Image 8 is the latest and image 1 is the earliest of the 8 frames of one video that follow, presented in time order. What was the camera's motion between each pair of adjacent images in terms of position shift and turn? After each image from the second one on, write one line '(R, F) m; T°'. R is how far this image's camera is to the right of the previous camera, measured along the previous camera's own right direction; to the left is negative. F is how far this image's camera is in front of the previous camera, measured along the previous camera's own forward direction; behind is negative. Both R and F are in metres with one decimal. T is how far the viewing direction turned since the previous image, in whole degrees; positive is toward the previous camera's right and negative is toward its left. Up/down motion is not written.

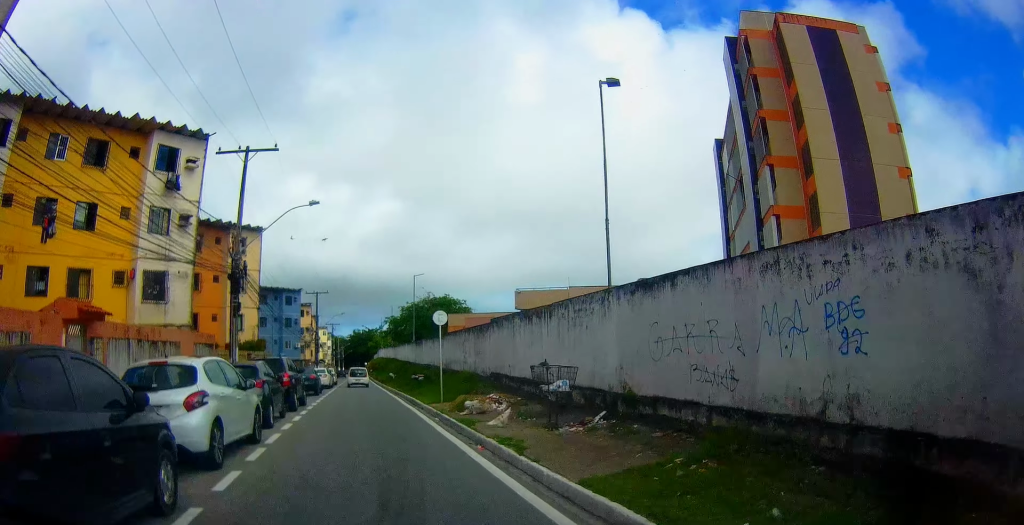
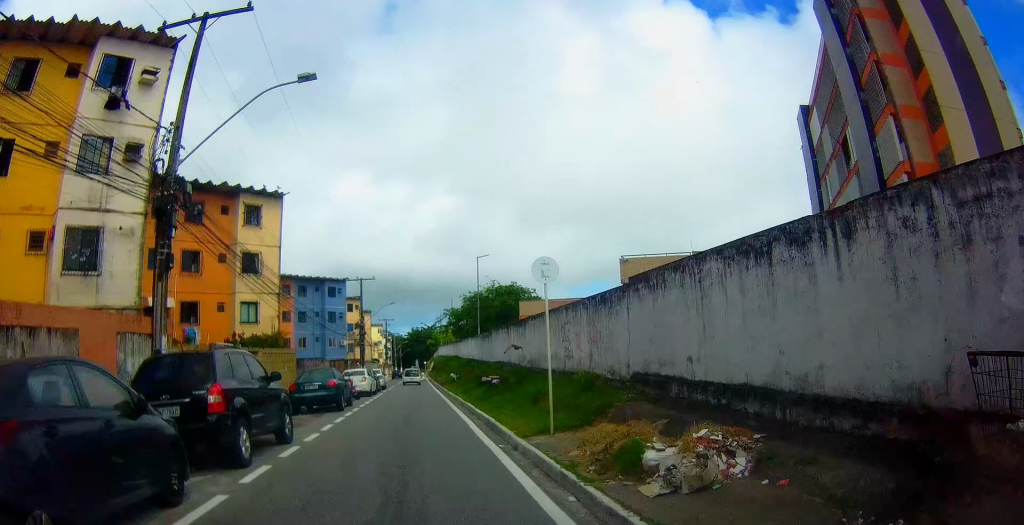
(-0.1, +10.3) m; -3°
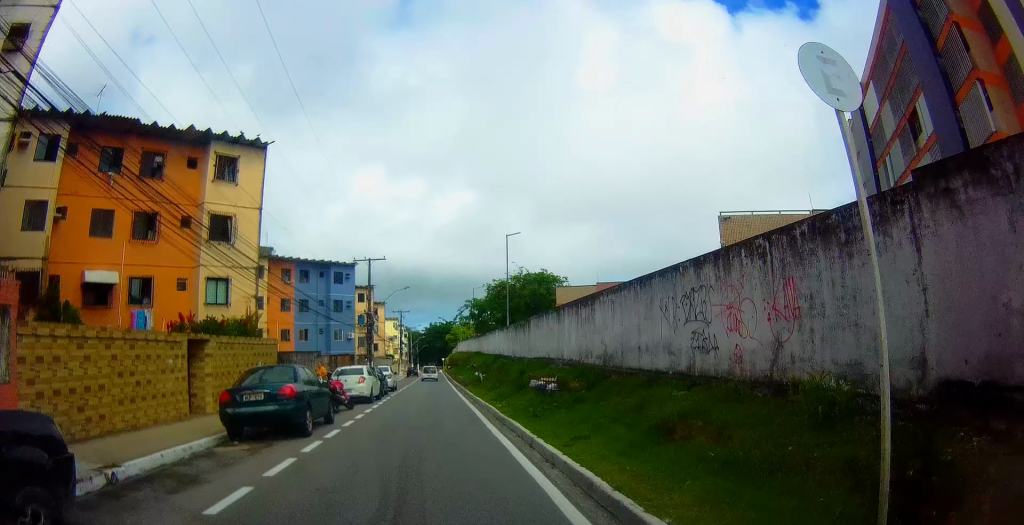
(-0.4, +7.8) m; -3°
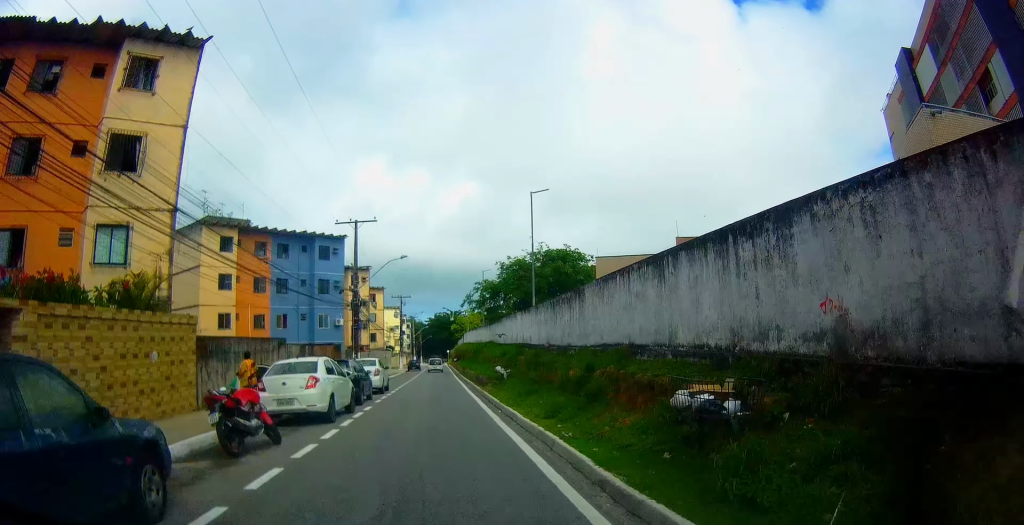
(-0.1, +10.0) m; +2°
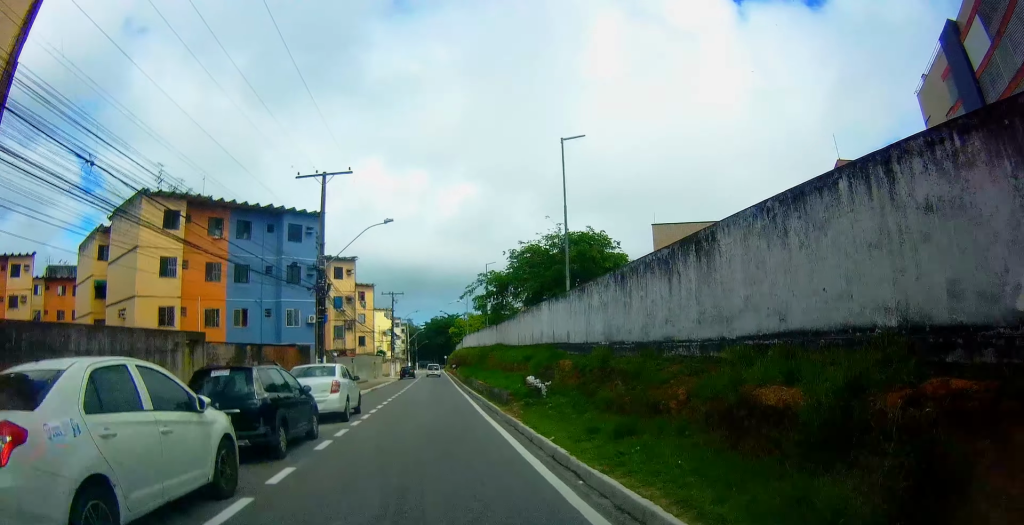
(+0.6, +10.2) m; +1°
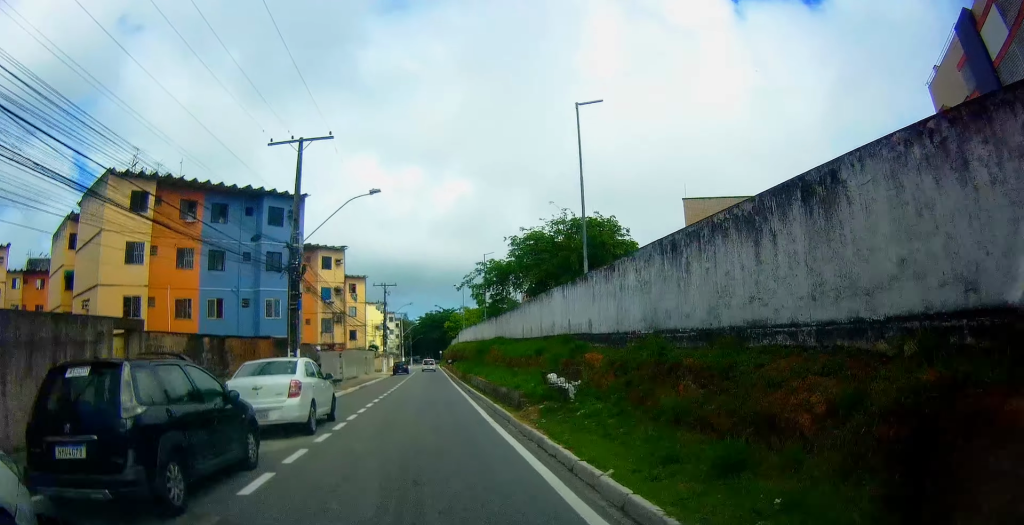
(-0.2, +4.0) m; 0°
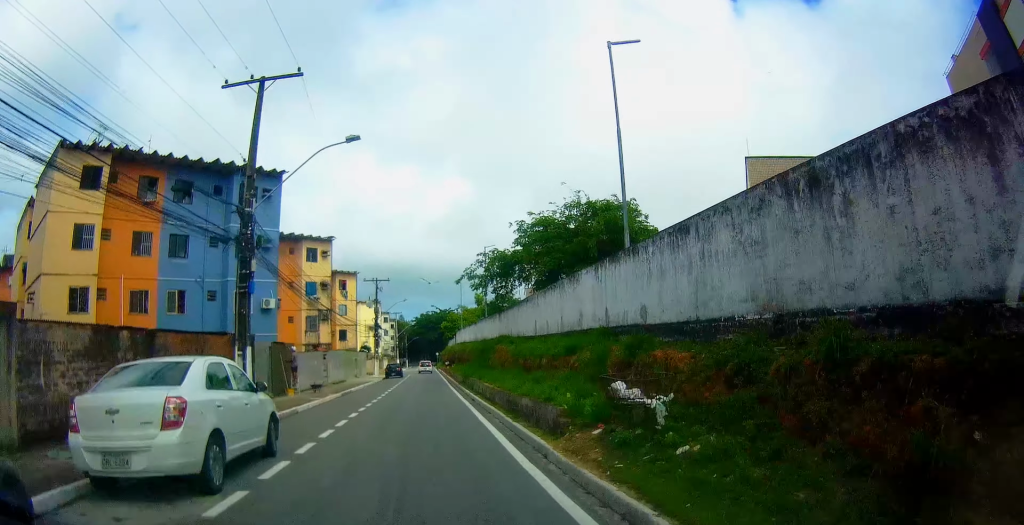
(-0.3, +5.1) m; 0°
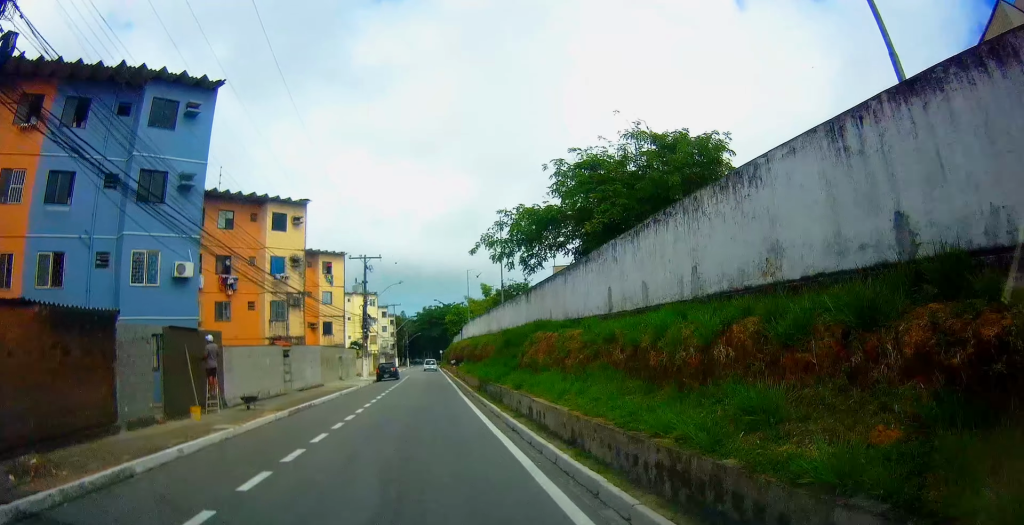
(+0.4, +10.8) m; 0°
